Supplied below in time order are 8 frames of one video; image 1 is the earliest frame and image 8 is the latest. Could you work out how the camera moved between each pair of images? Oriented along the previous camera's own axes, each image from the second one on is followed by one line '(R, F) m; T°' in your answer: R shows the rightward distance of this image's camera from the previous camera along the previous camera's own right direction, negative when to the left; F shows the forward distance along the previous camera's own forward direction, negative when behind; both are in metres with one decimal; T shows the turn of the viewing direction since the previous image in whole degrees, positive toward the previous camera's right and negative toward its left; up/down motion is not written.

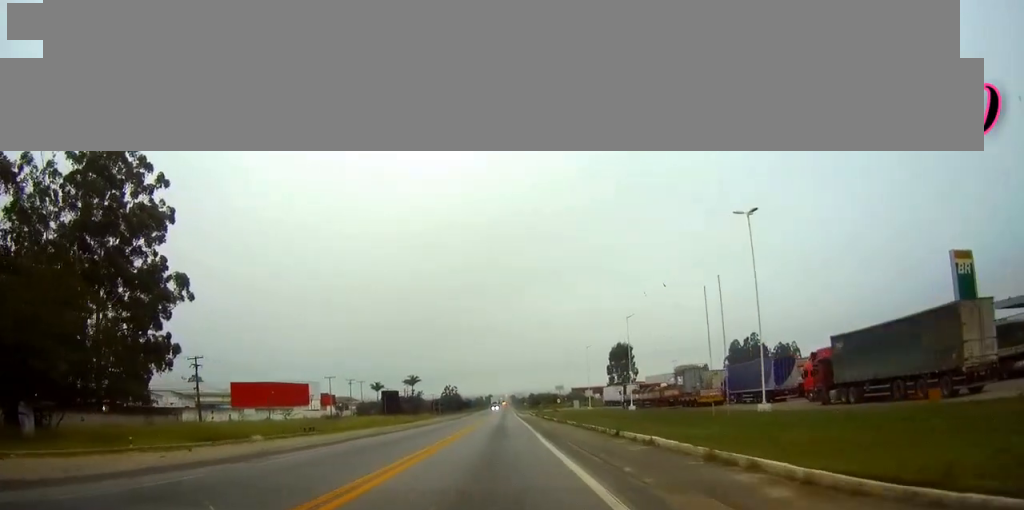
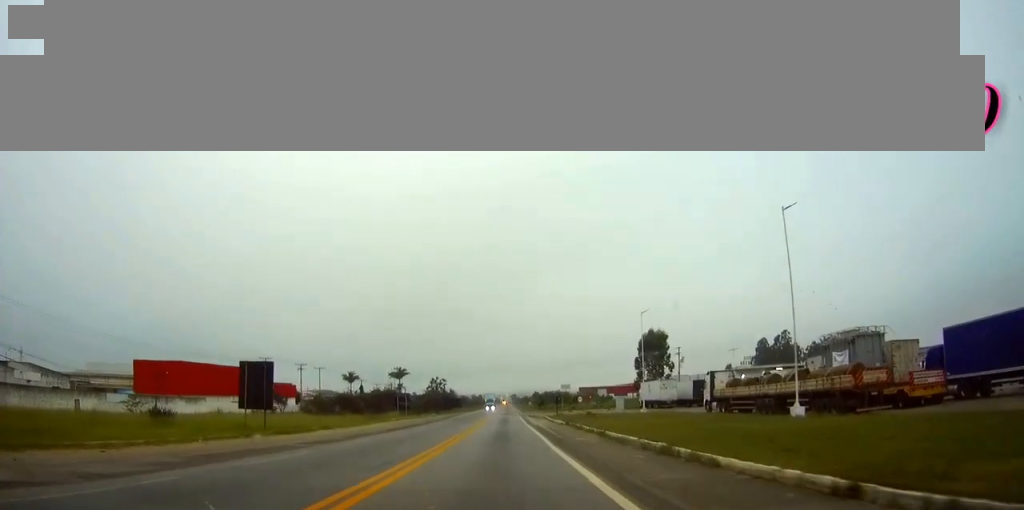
(-0.2, +43.1) m; 0°
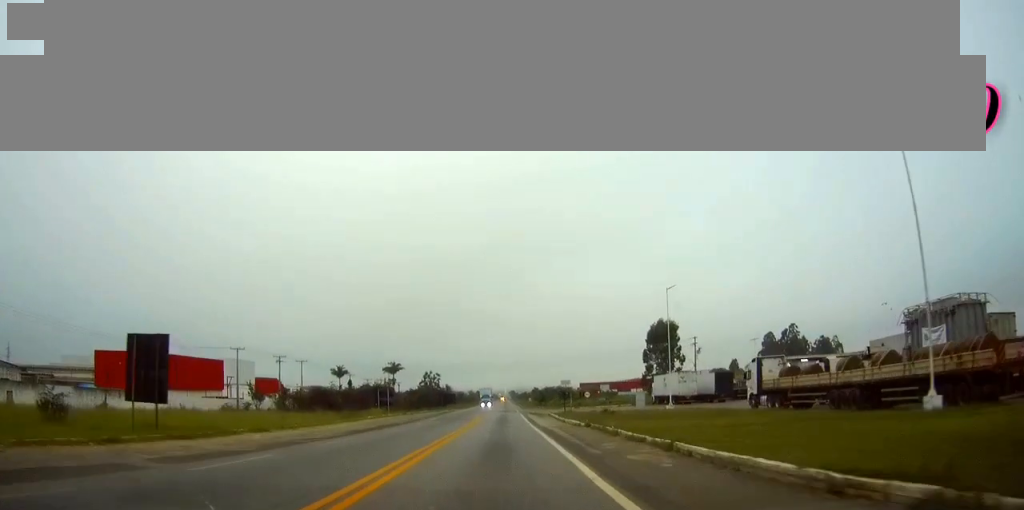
(0.0, +11.7) m; 0°
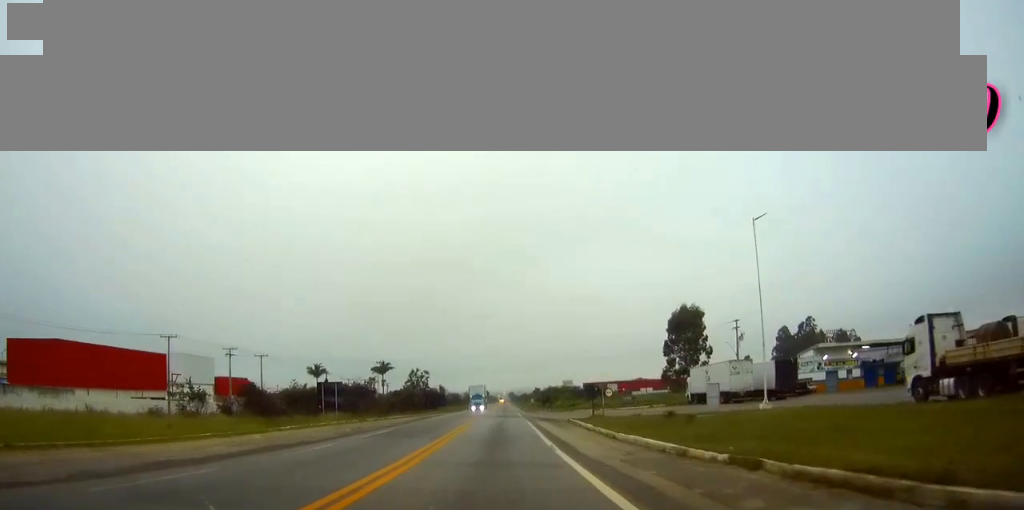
(+0.1, +21.5) m; 0°
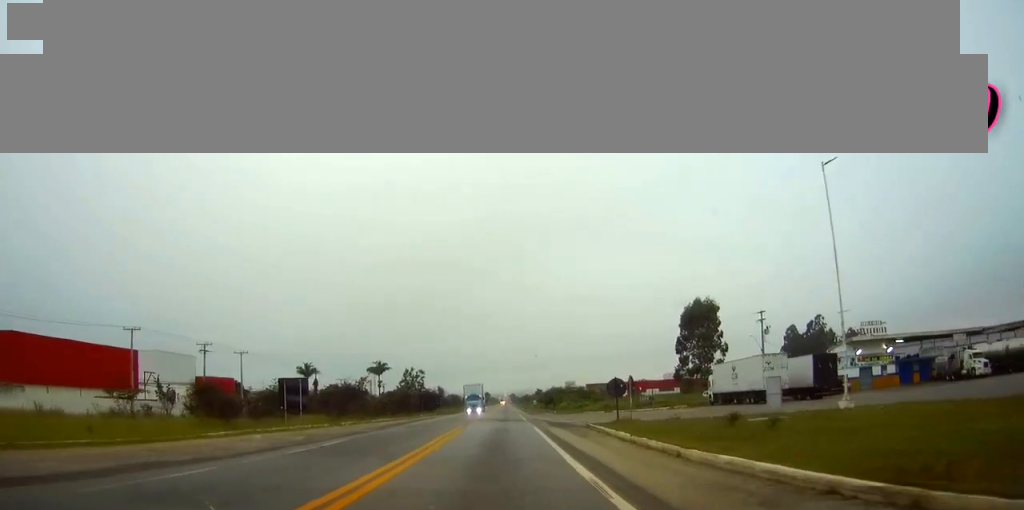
(0.0, +9.1) m; 0°
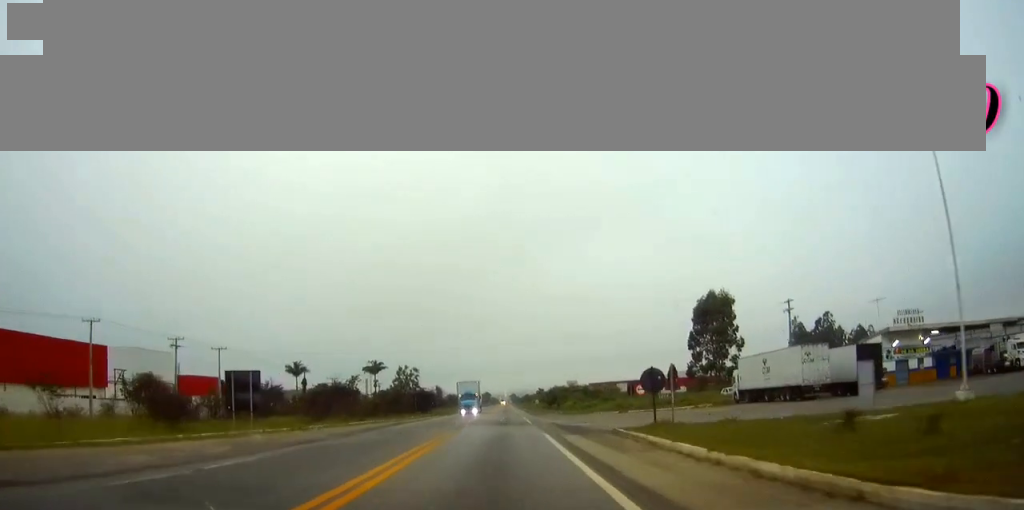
(0.0, +8.5) m; 0°
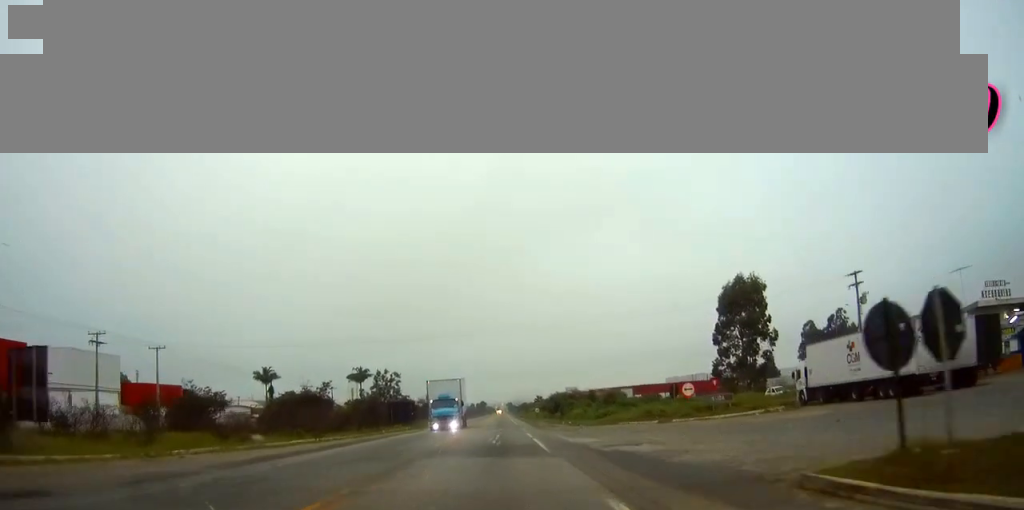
(0.0, +17.2) m; 0°
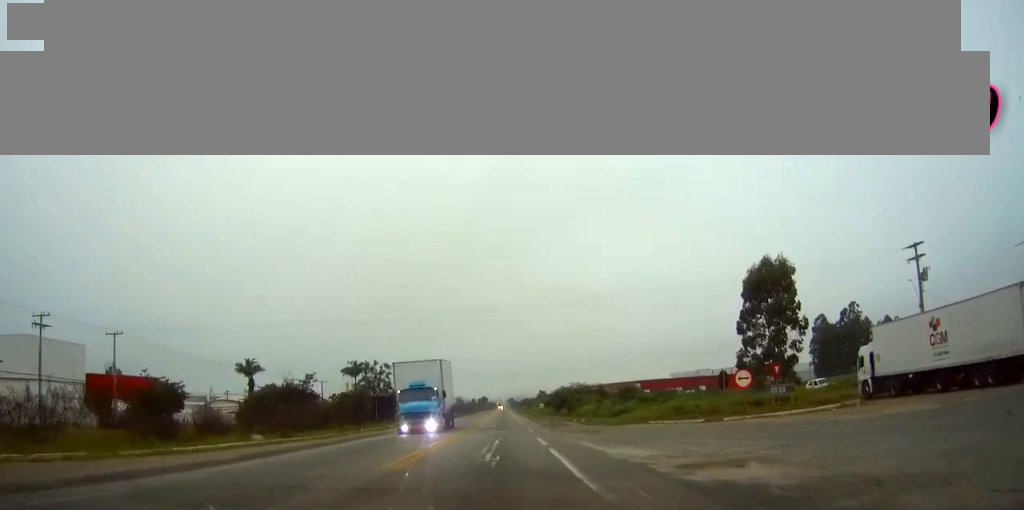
(-0.1, +10.2) m; 0°
